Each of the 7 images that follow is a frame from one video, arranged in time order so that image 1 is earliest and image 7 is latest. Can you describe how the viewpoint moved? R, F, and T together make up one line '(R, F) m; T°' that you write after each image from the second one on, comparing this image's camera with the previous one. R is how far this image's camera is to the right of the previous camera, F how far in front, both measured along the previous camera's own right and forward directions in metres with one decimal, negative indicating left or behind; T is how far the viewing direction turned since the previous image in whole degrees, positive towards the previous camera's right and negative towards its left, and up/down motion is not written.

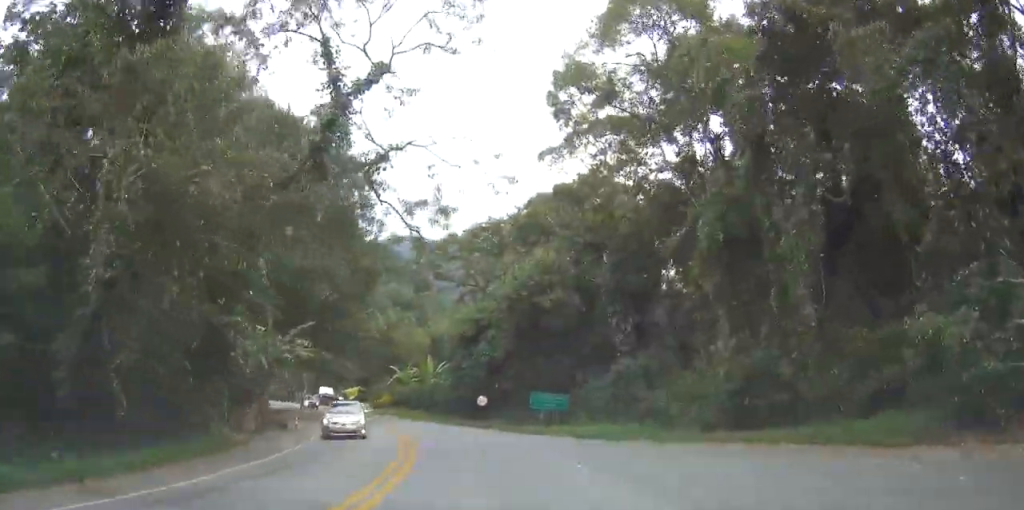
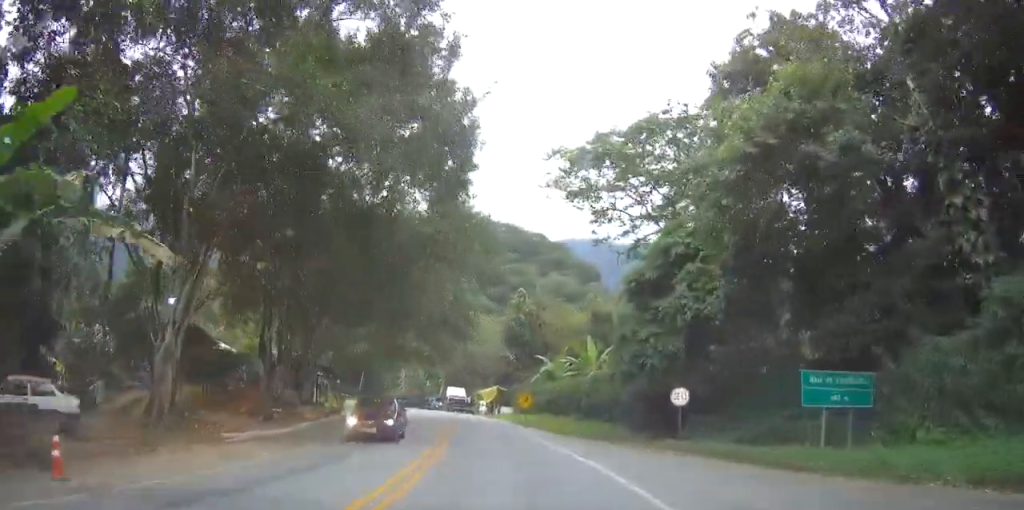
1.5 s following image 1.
(-2.9, +25.0) m; -10°
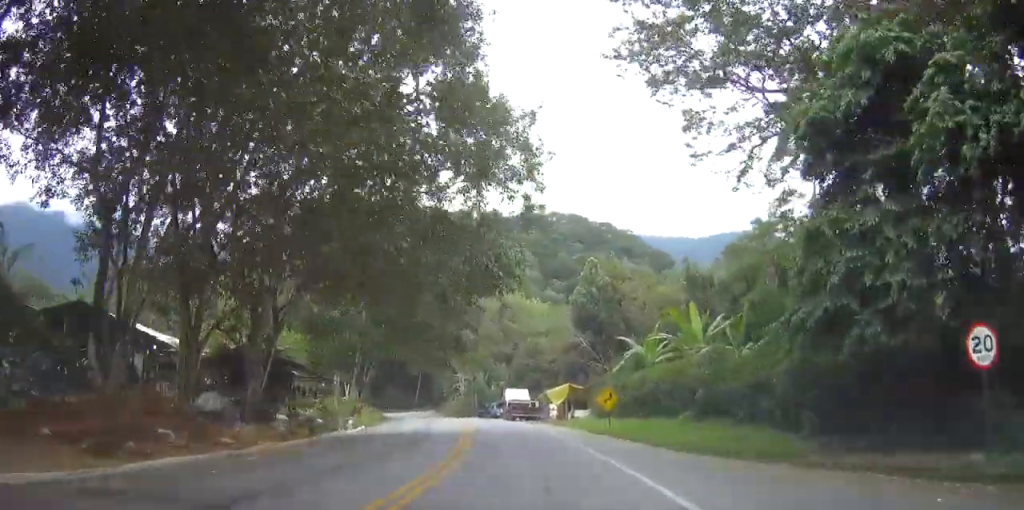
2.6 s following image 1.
(-0.2, +17.0) m; -1°
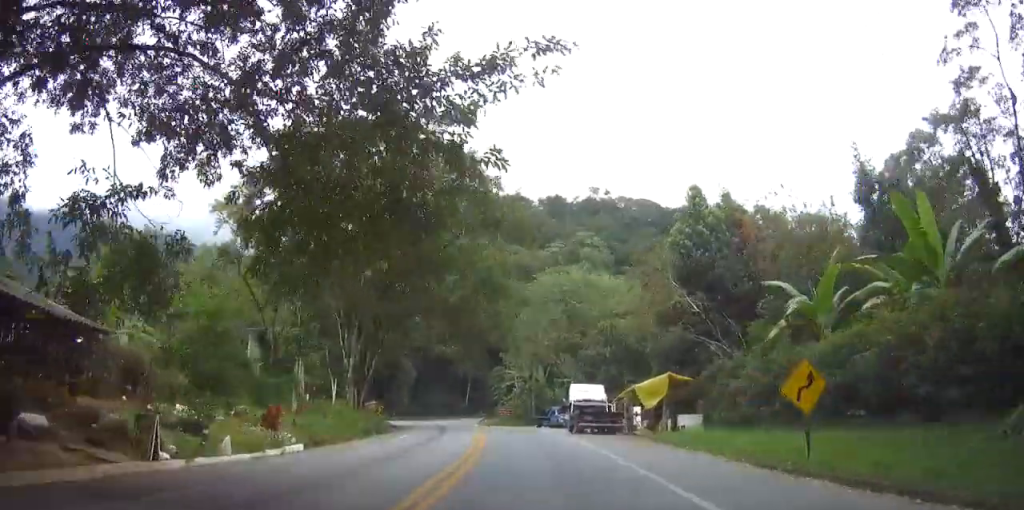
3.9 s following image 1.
(-0.5, +22.3) m; -6°
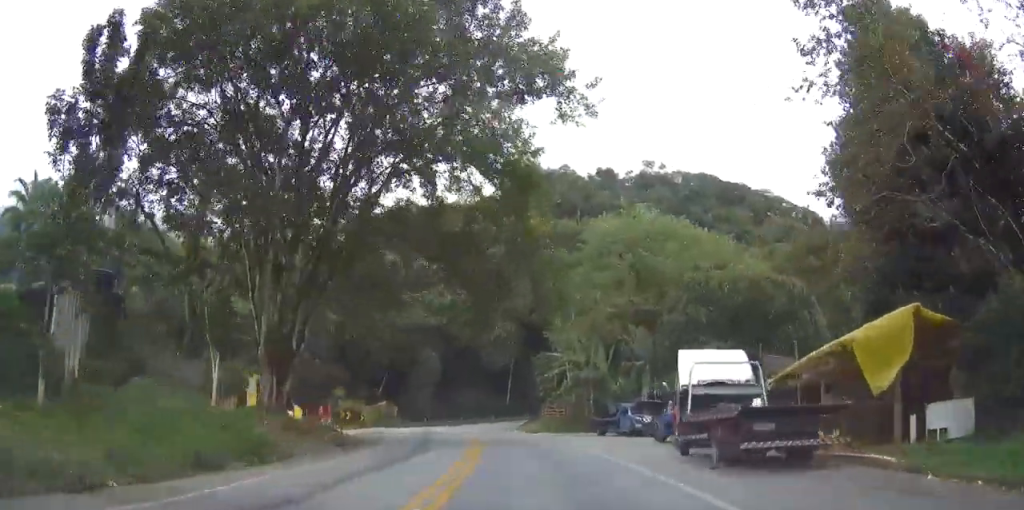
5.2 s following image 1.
(-1.7, +21.8) m; -6°
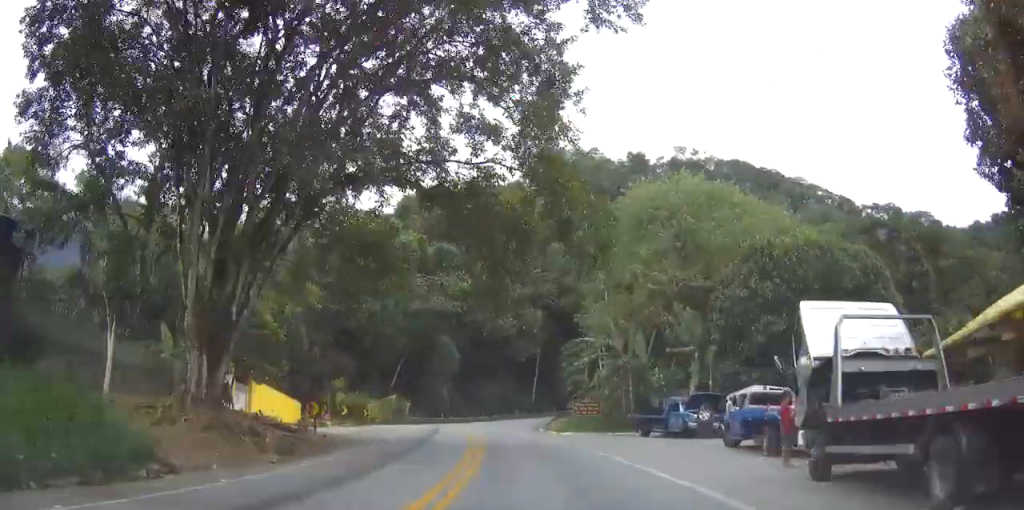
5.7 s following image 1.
(+0.1, +7.5) m; 0°
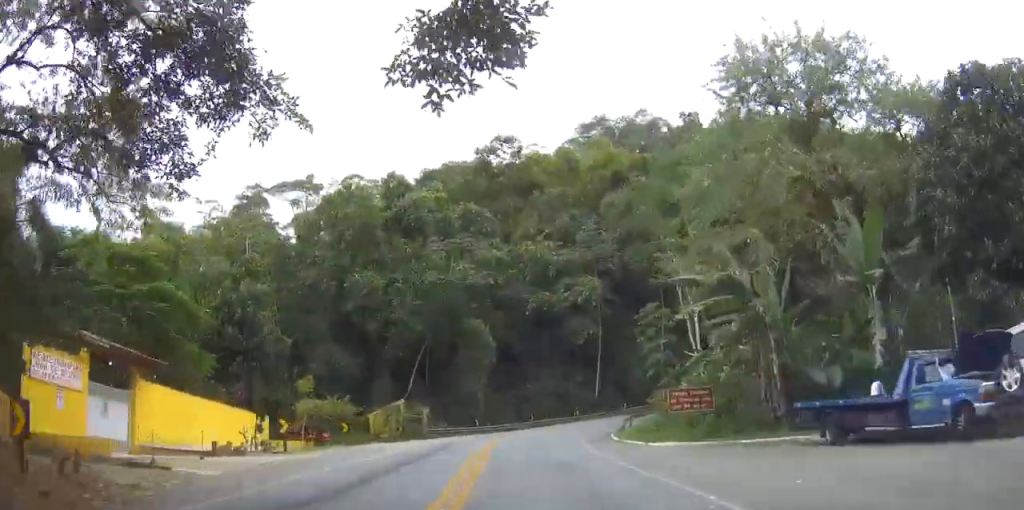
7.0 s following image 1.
(+1.0, +17.2) m; +15°
